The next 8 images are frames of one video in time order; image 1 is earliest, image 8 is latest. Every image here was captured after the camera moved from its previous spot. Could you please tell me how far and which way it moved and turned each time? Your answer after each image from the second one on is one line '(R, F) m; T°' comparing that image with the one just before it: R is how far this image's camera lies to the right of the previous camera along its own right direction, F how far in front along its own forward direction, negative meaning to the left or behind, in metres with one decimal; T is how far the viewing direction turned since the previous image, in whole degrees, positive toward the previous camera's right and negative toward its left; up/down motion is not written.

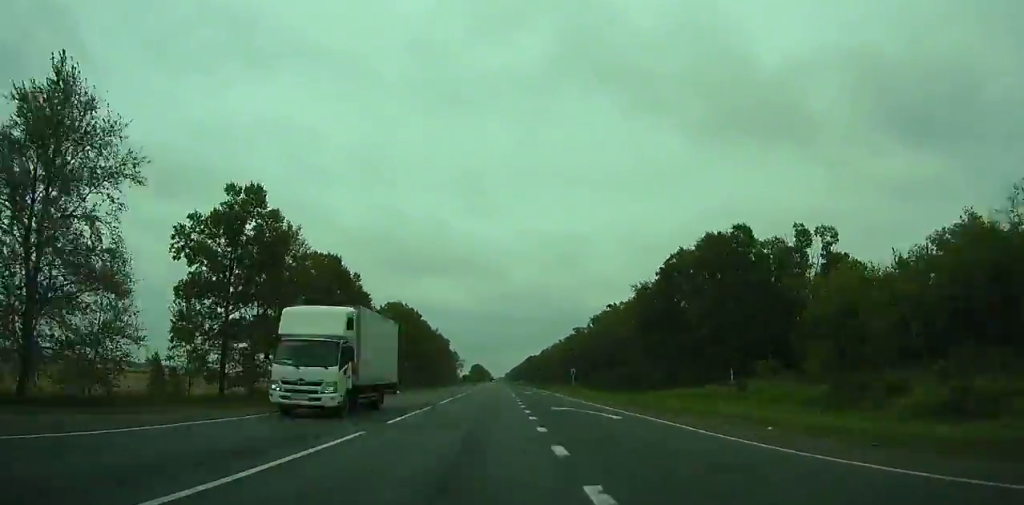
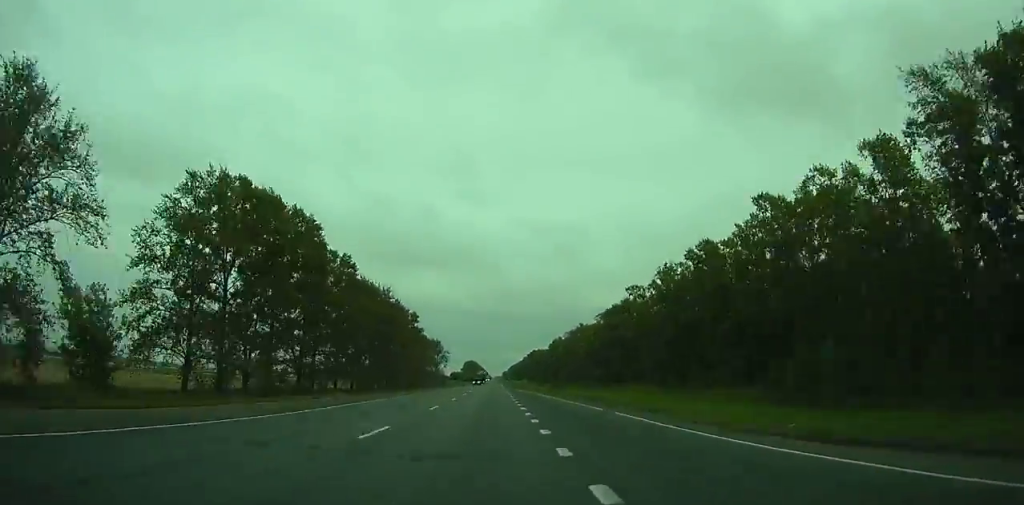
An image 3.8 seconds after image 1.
(+0.5, +92.2) m; 0°
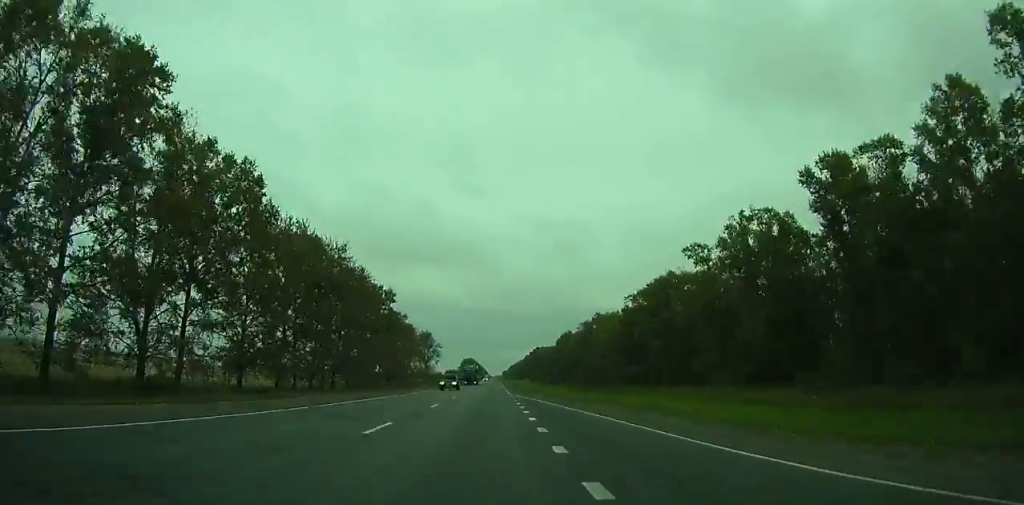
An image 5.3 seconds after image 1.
(0.0, +36.4) m; 0°
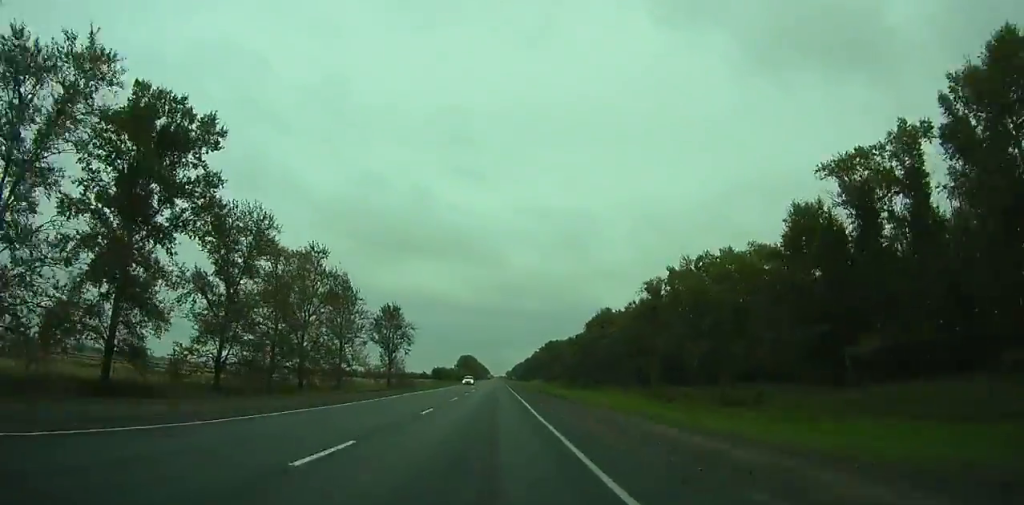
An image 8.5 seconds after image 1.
(-0.1, +77.8) m; 0°
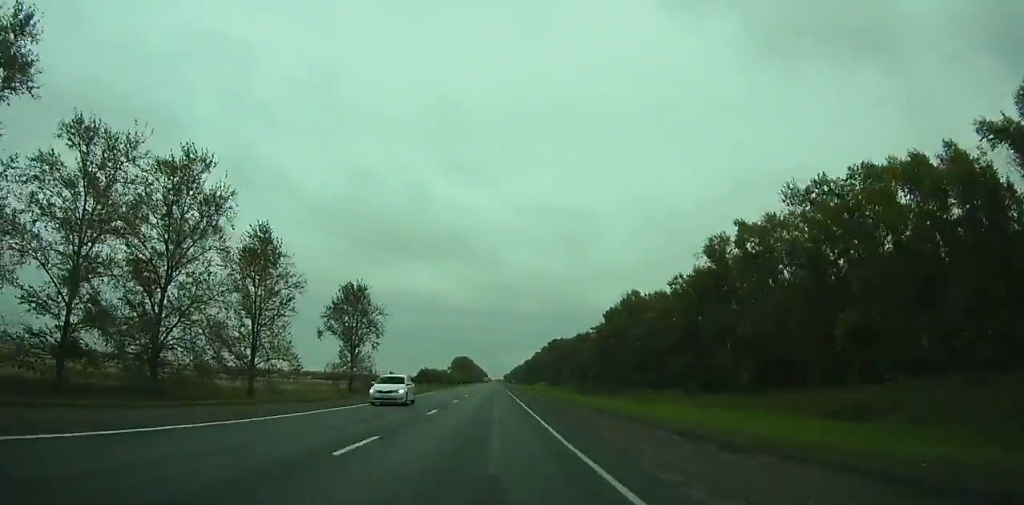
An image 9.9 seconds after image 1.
(0.0, +34.1) m; 0°
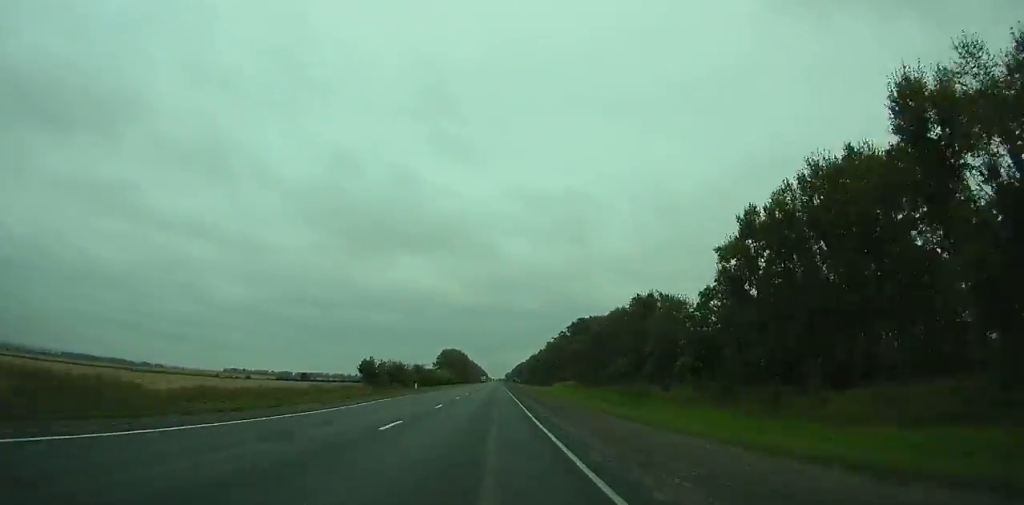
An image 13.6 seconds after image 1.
(+0.2, +90.4) m; 0°
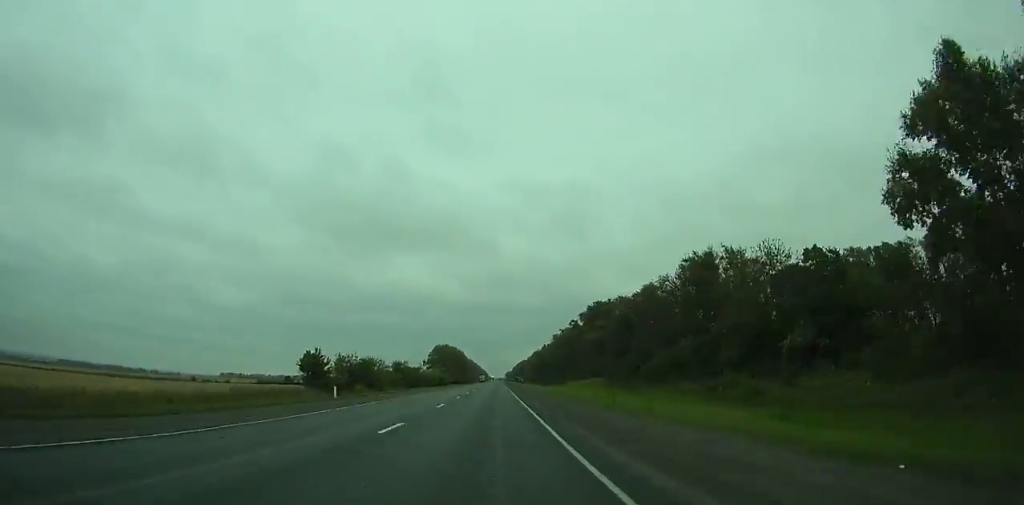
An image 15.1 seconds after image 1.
(0.0, +36.6) m; 0°
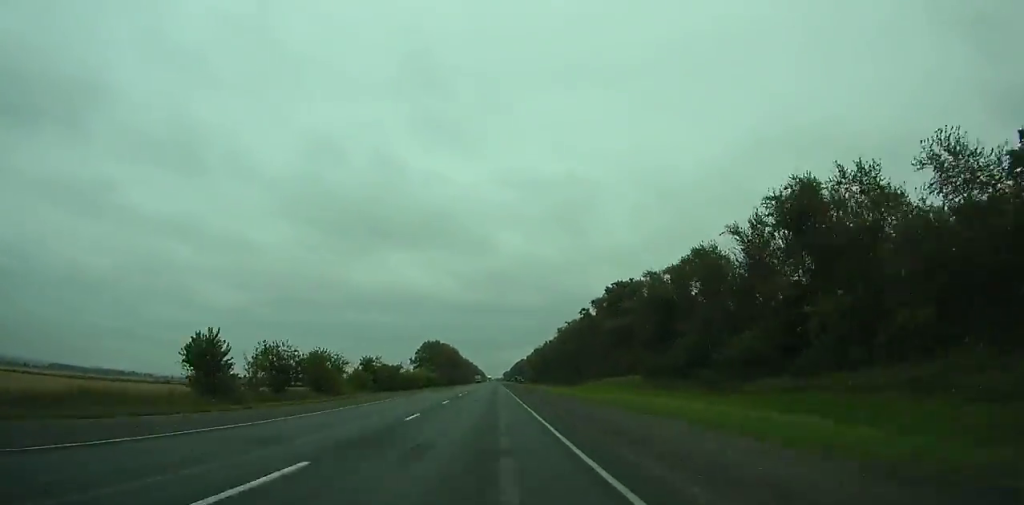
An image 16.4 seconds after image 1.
(0.0, +31.6) m; 0°
